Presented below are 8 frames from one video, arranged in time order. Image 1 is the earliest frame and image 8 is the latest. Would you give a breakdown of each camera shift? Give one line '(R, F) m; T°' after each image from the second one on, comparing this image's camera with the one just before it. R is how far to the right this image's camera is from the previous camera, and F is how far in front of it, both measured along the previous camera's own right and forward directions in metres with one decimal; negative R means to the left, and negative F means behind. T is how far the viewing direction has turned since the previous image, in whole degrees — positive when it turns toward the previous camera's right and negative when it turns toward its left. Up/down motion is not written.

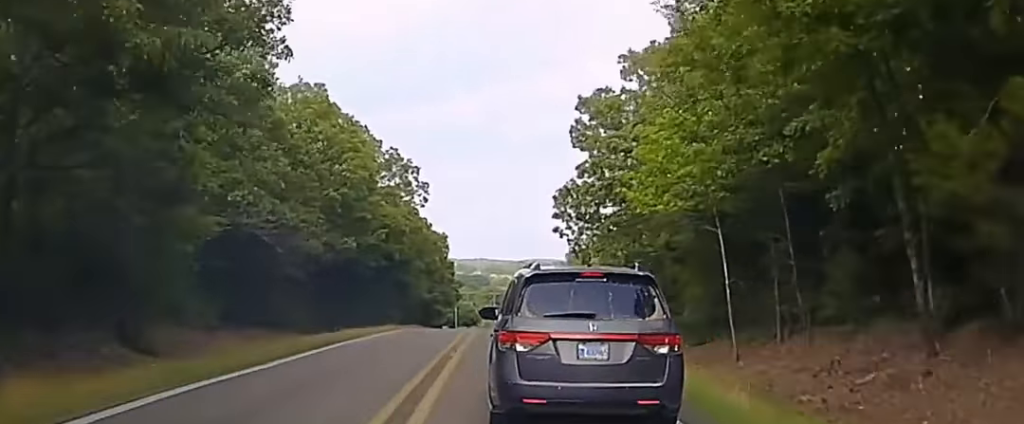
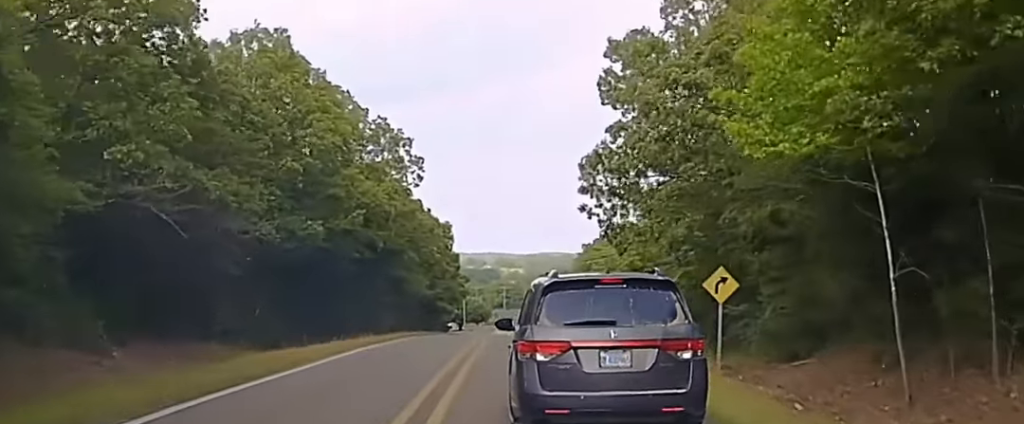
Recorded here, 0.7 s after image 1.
(-0.1, +13.8) m; -1°
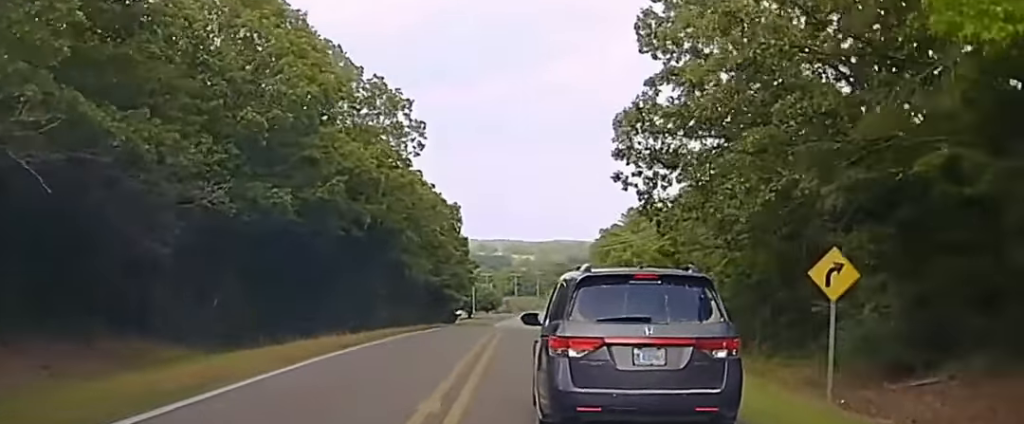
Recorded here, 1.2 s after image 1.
(0.0, +9.3) m; -1°
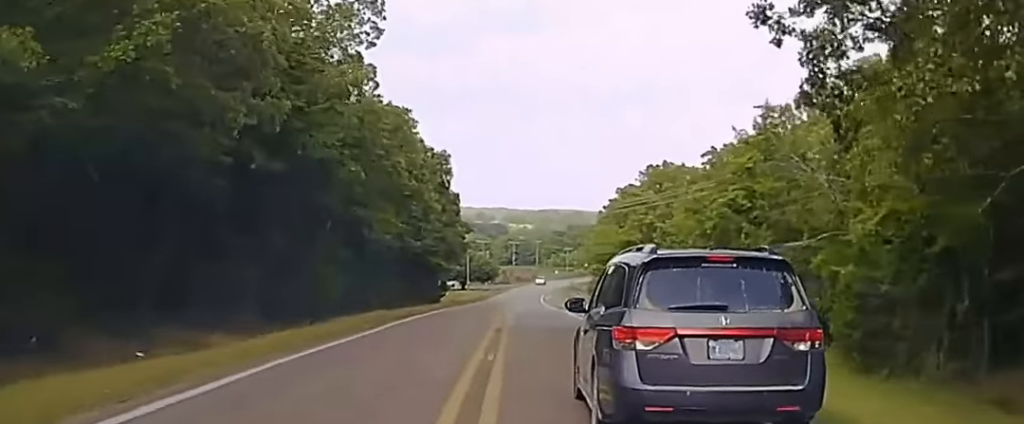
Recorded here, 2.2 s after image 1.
(-0.2, +17.0) m; +1°
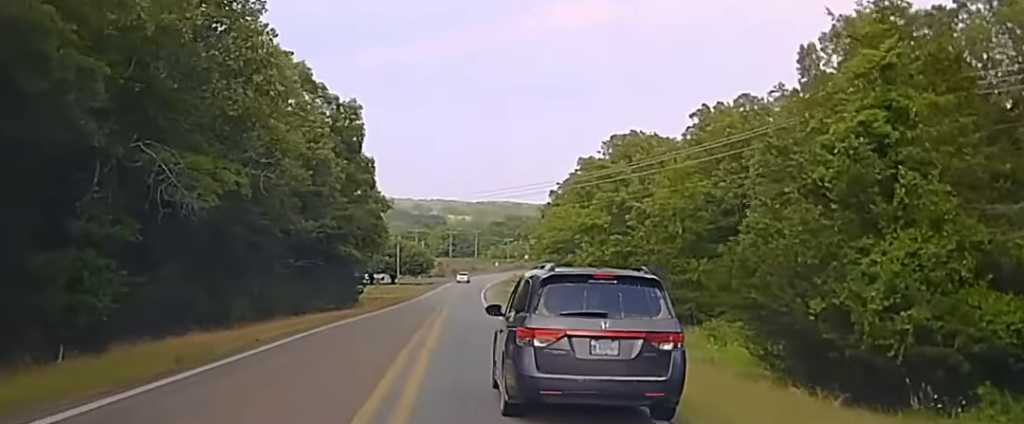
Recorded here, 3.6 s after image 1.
(+0.6, +22.0) m; +1°
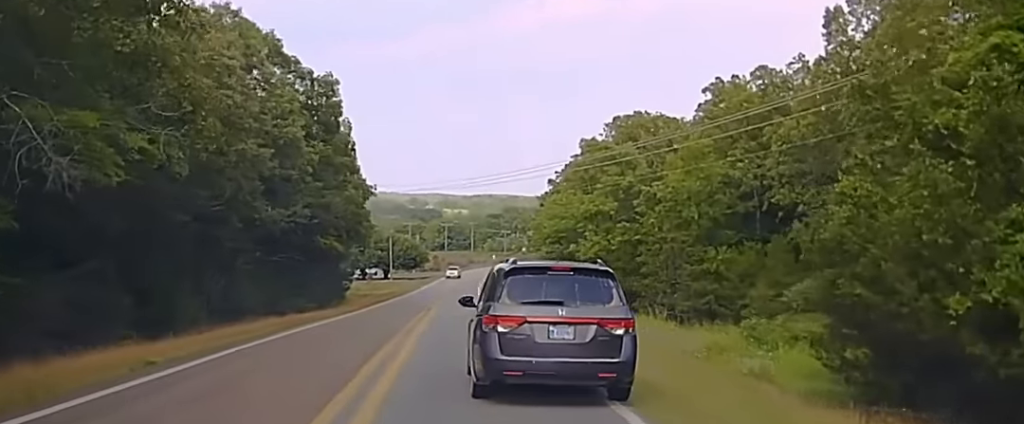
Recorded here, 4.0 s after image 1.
(-0.1, +7.4) m; 0°
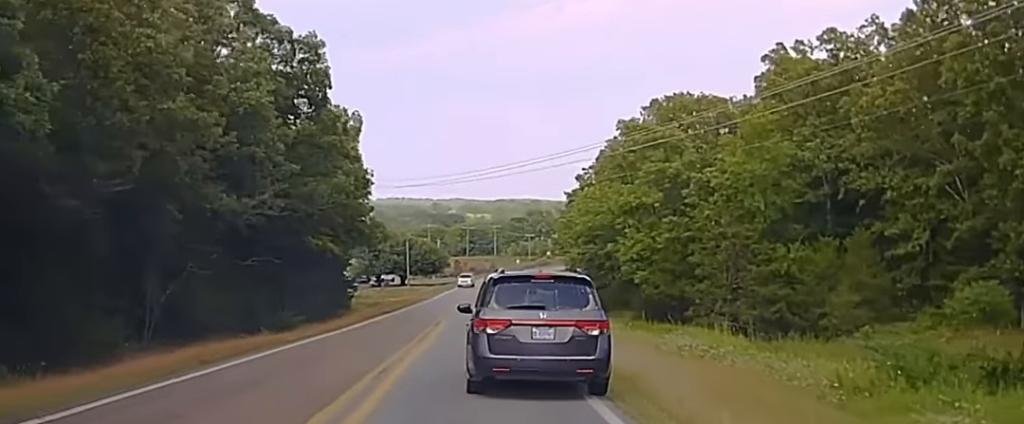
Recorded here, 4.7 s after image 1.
(0.0, +12.4) m; 0°
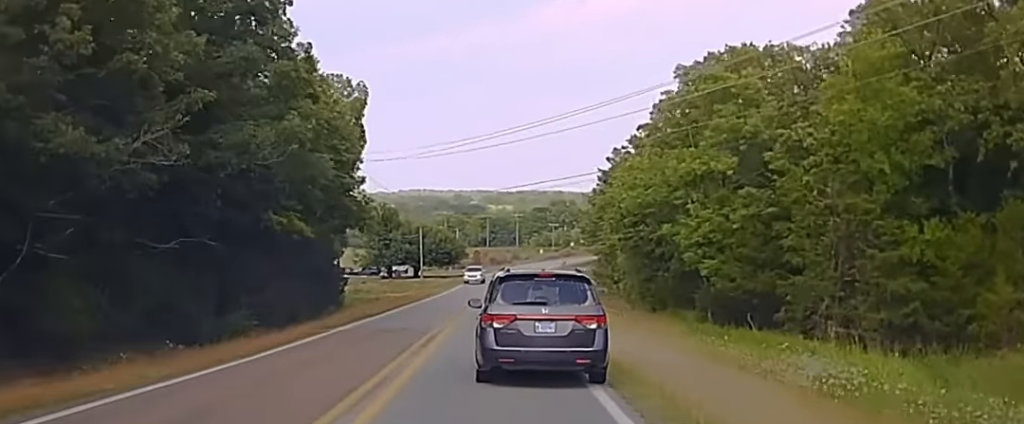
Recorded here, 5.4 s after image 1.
(0.0, +15.6) m; -1°
